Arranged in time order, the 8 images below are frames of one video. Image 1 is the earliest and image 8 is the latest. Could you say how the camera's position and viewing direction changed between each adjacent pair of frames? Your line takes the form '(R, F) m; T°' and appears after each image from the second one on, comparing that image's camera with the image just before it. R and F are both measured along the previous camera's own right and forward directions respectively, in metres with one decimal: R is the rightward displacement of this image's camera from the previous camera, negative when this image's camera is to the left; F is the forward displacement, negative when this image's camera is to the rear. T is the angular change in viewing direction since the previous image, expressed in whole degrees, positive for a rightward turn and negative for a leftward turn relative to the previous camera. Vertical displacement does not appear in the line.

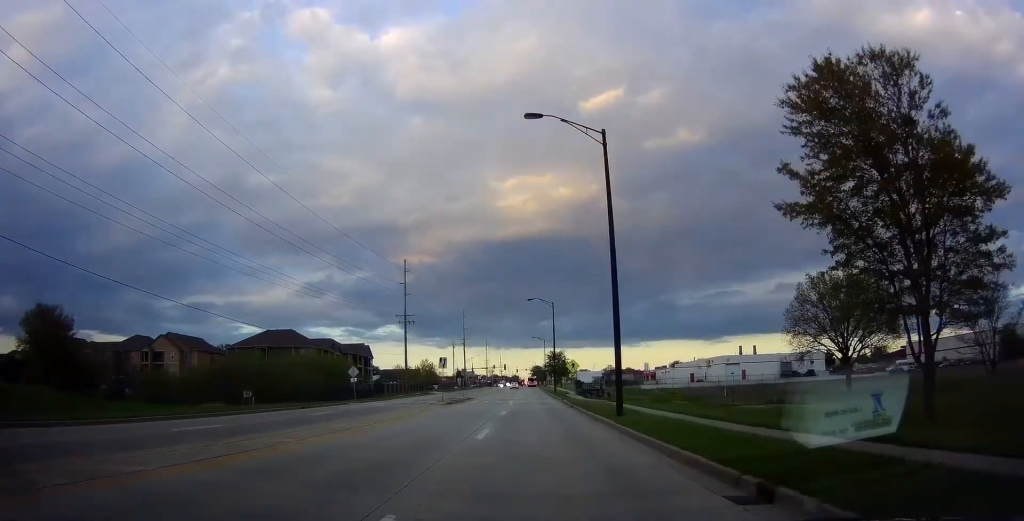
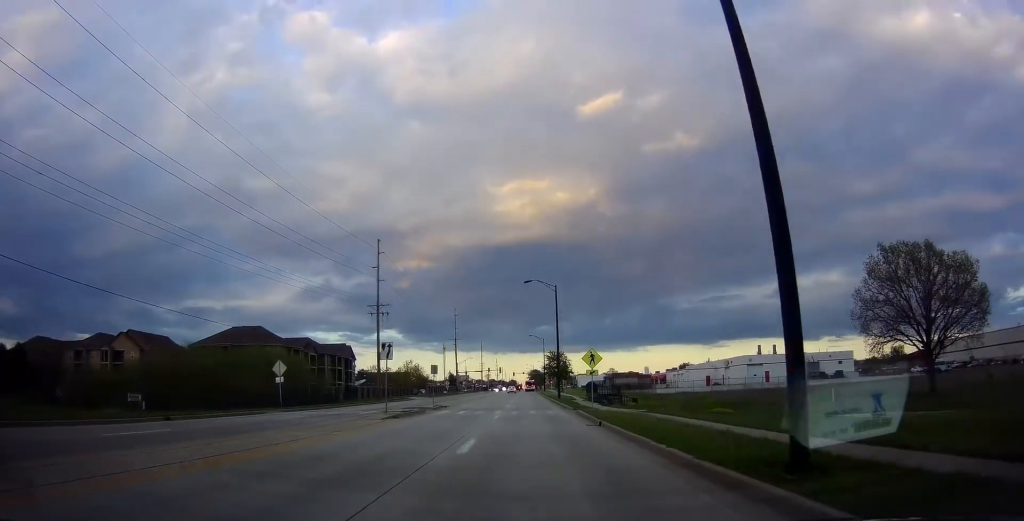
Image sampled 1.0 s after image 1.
(+0.1, +15.7) m; +1°
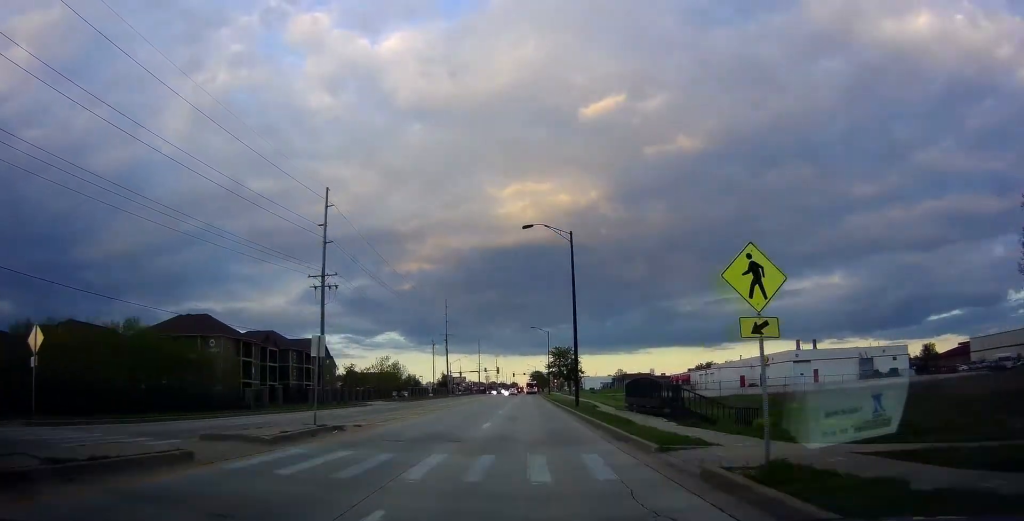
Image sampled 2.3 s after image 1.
(+0.2, +21.8) m; 0°
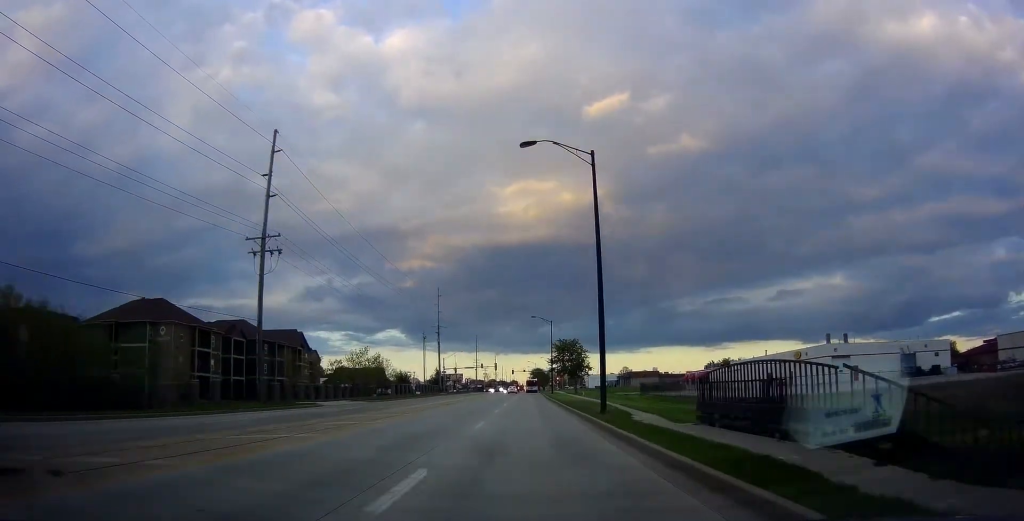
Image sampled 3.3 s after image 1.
(-0.1, +14.6) m; 0°
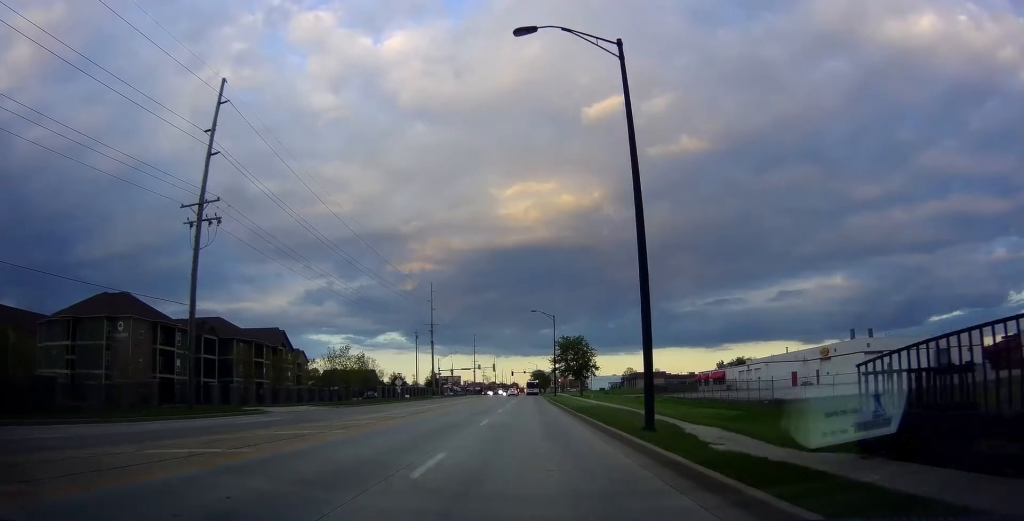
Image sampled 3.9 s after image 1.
(0.0, +10.1) m; +1°
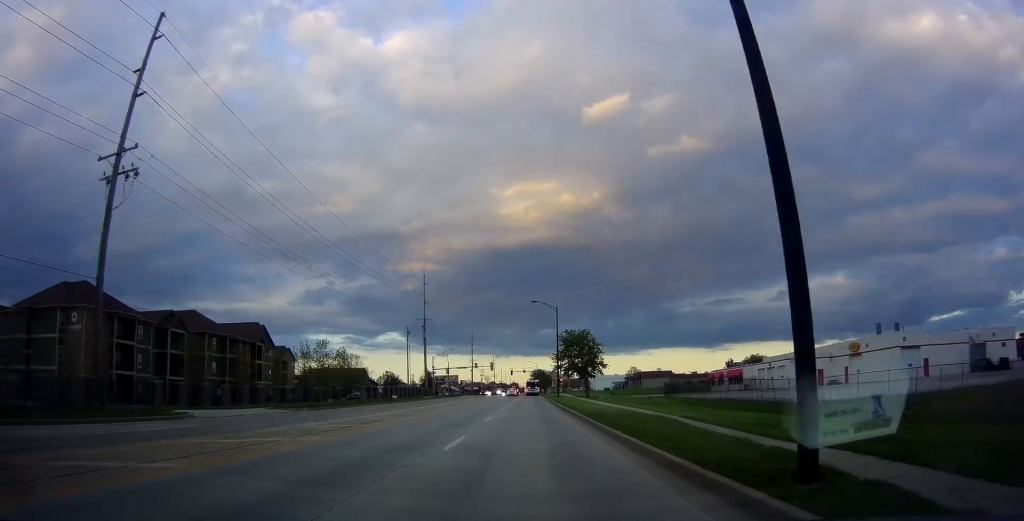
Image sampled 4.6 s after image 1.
(+0.4, +9.6) m; 0°
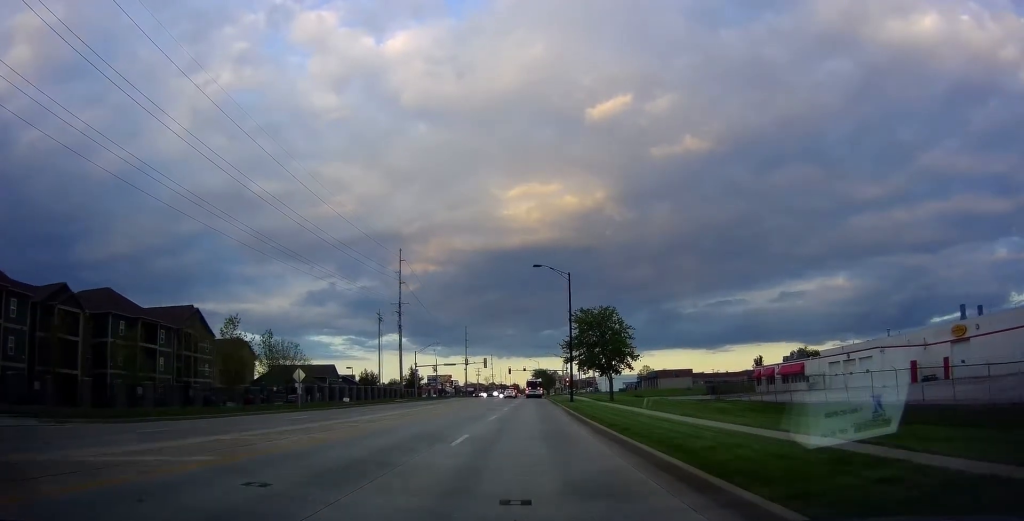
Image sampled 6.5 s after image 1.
(-0.9, +23.0) m; -2°
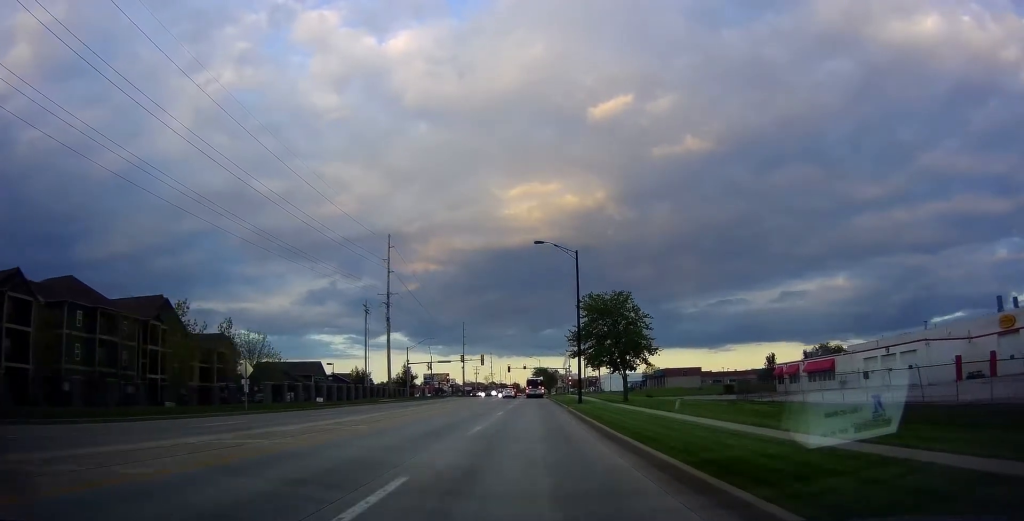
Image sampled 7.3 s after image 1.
(0.0, +8.2) m; 0°
